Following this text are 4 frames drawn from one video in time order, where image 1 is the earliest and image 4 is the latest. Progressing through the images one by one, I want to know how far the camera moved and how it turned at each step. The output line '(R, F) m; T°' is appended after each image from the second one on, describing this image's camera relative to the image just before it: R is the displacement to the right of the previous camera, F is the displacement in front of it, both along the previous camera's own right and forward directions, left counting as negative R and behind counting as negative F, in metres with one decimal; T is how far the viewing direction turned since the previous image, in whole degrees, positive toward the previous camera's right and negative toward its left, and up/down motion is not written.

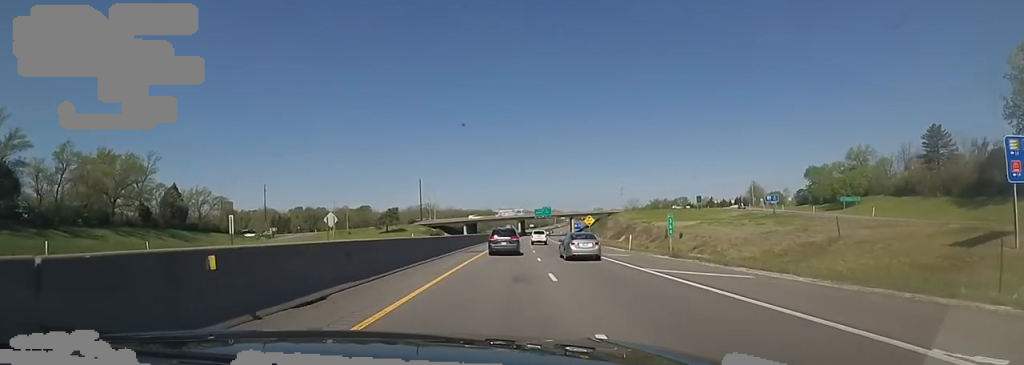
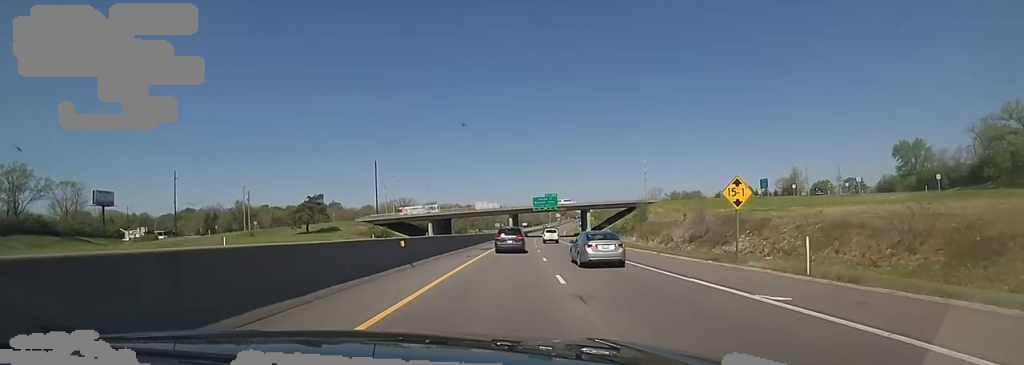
(+1.1, +50.3) m; +3°
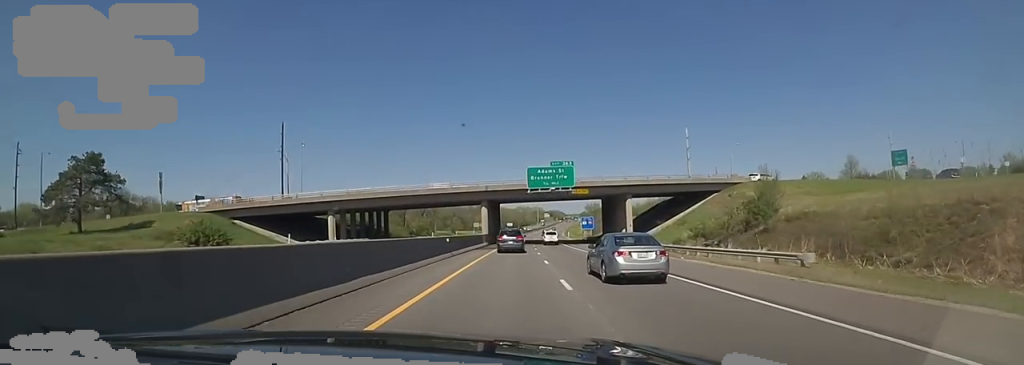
(-0.3, +50.4) m; 0°
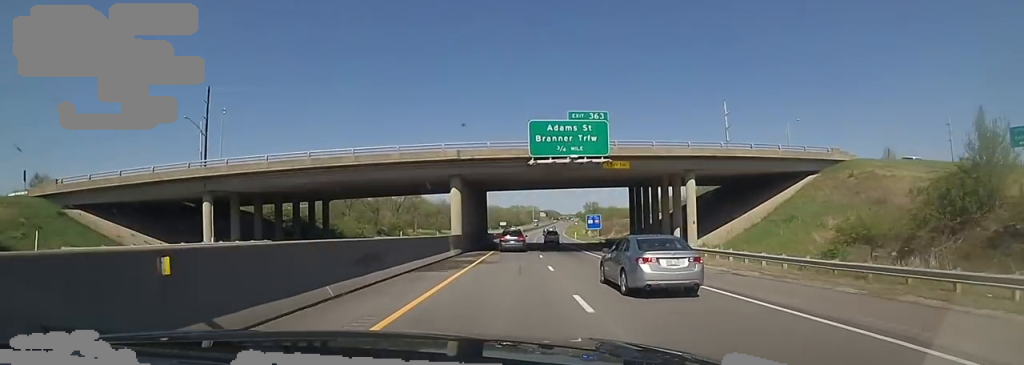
(+0.9, +22.8) m; +2°
